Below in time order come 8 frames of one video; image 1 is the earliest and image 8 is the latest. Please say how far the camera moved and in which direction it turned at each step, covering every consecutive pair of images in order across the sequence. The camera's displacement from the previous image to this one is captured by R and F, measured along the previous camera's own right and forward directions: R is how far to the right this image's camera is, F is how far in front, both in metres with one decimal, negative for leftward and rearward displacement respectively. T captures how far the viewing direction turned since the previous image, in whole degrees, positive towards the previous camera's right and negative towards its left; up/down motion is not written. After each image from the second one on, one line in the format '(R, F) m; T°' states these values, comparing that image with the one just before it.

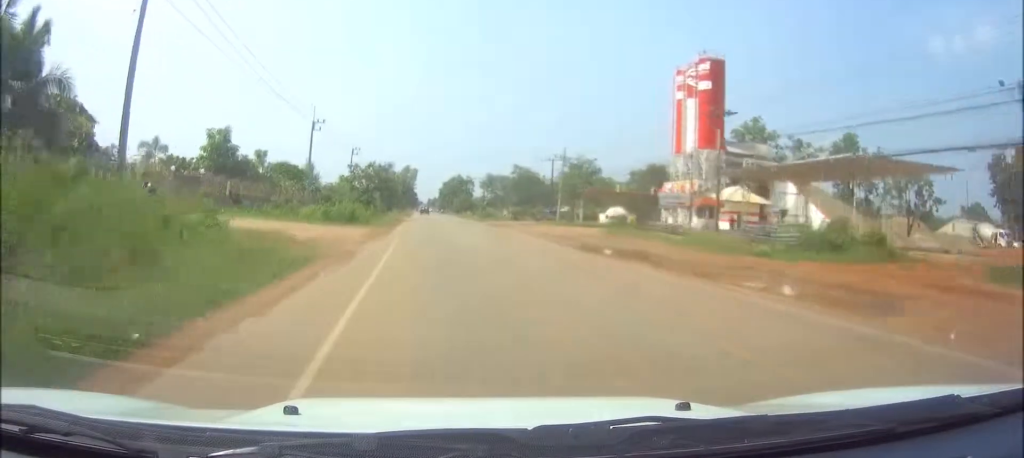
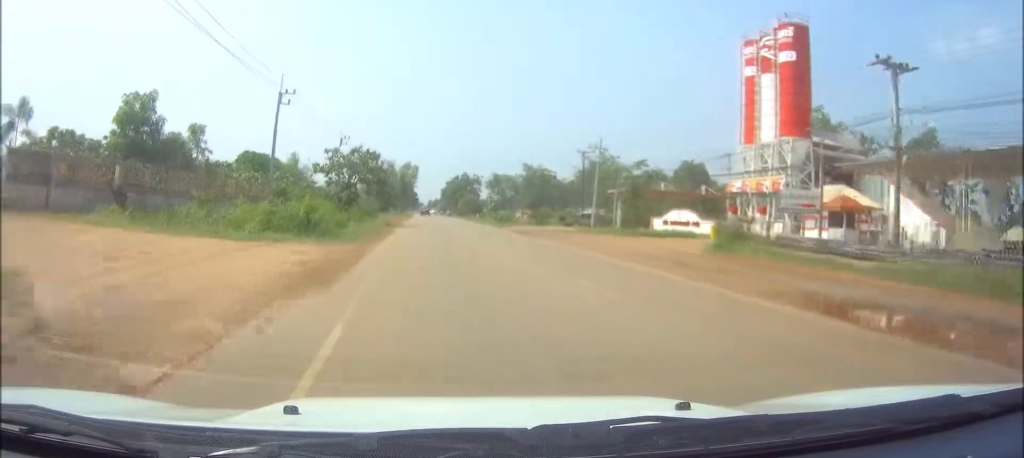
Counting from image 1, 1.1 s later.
(0.0, +18.5) m; 0°
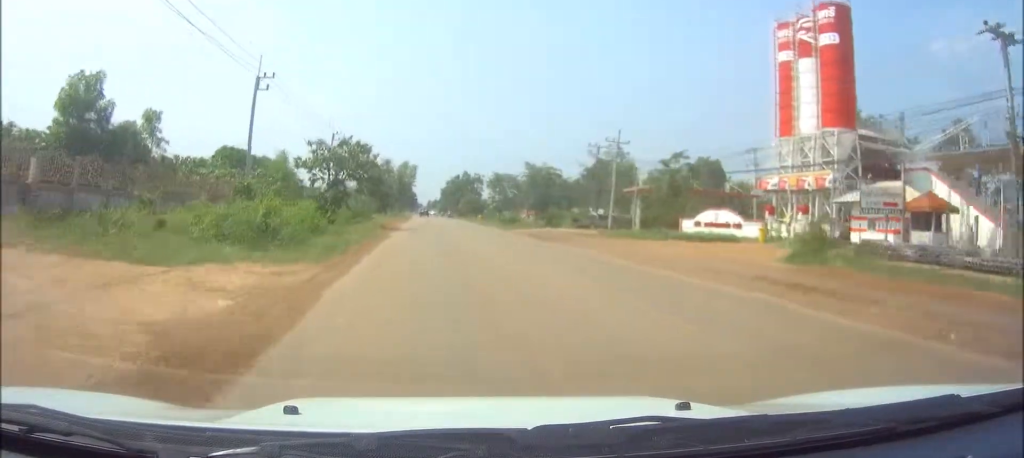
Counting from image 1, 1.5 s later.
(0.0, +7.3) m; 0°
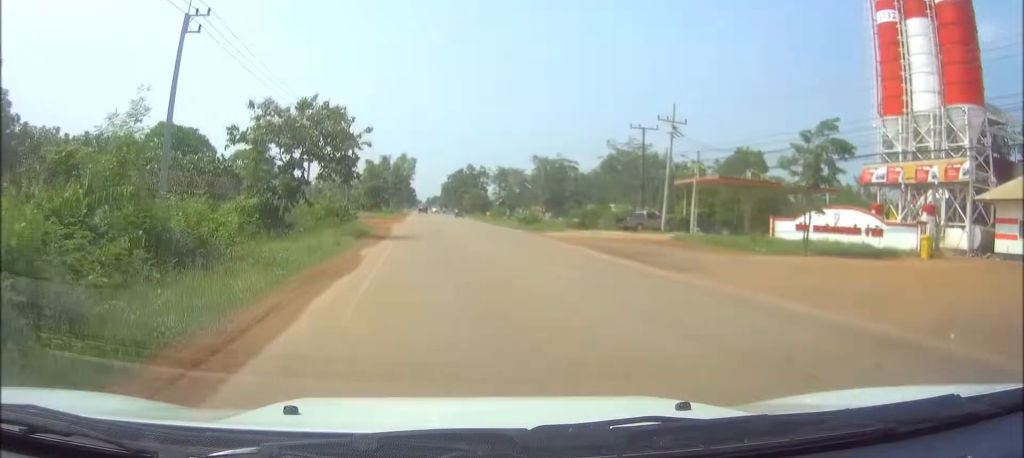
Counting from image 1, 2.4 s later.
(+0.1, +15.2) m; 0°
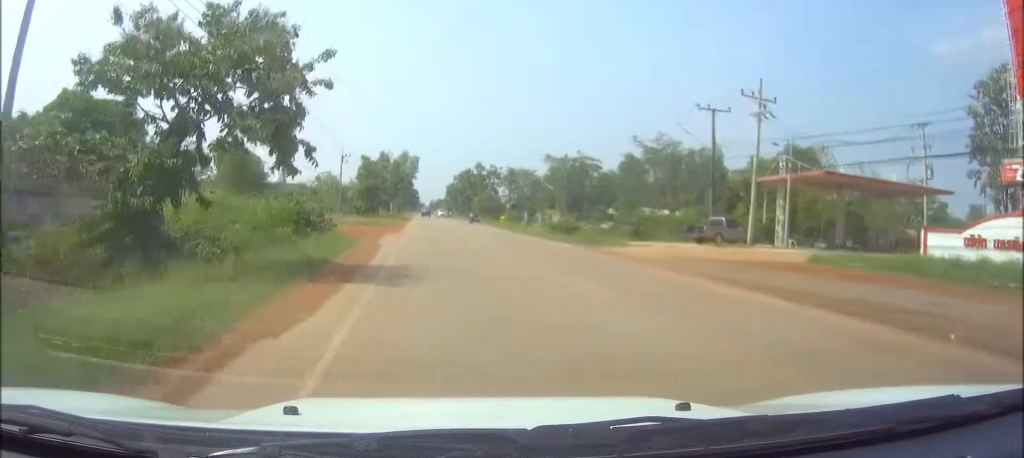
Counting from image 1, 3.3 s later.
(0.0, +14.7) m; 0°
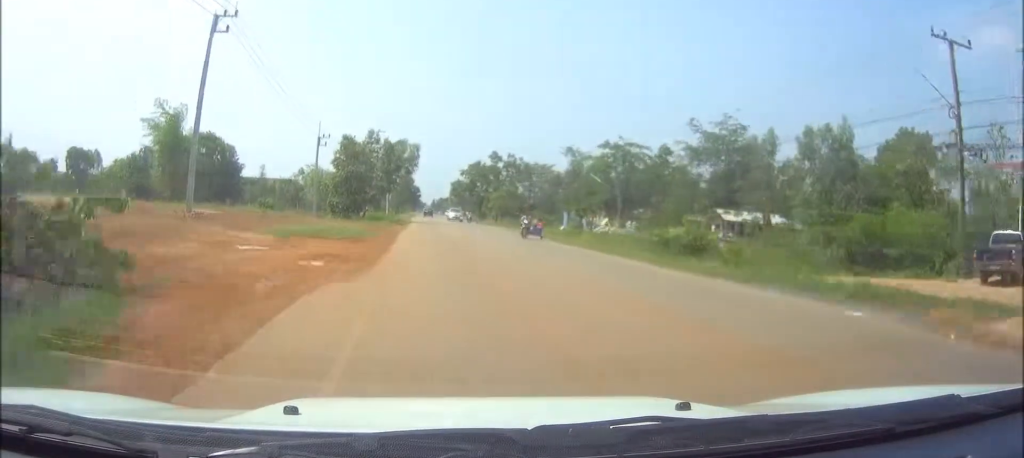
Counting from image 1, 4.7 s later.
(-0.1, +23.7) m; 0°
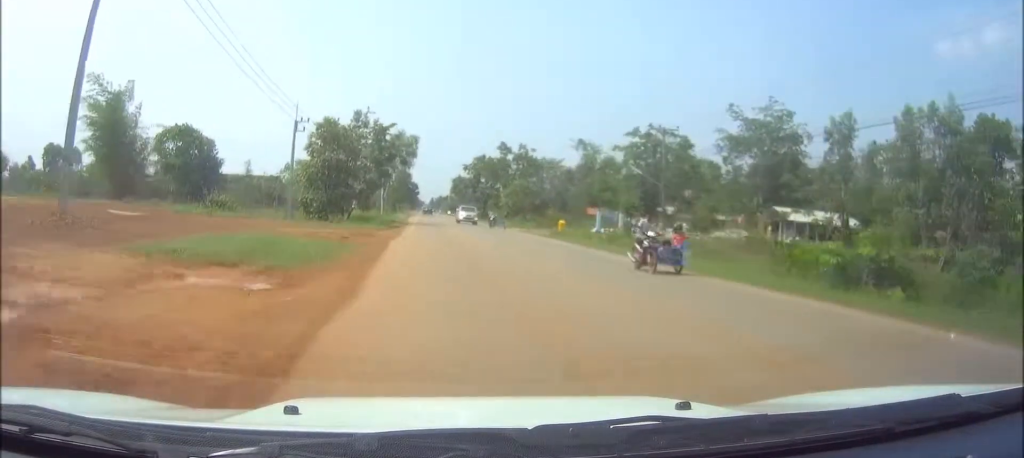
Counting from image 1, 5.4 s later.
(0.0, +12.4) m; 0°
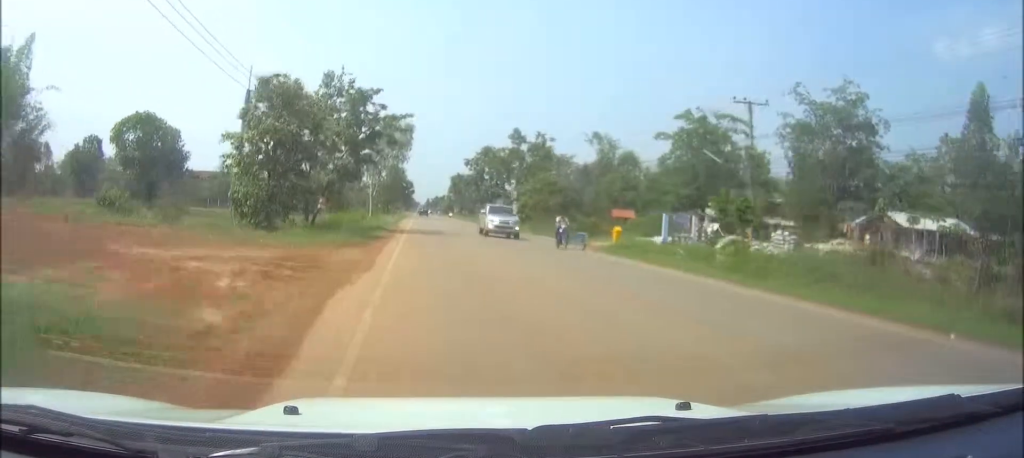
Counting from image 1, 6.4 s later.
(0.0, +16.3) m; 0°
